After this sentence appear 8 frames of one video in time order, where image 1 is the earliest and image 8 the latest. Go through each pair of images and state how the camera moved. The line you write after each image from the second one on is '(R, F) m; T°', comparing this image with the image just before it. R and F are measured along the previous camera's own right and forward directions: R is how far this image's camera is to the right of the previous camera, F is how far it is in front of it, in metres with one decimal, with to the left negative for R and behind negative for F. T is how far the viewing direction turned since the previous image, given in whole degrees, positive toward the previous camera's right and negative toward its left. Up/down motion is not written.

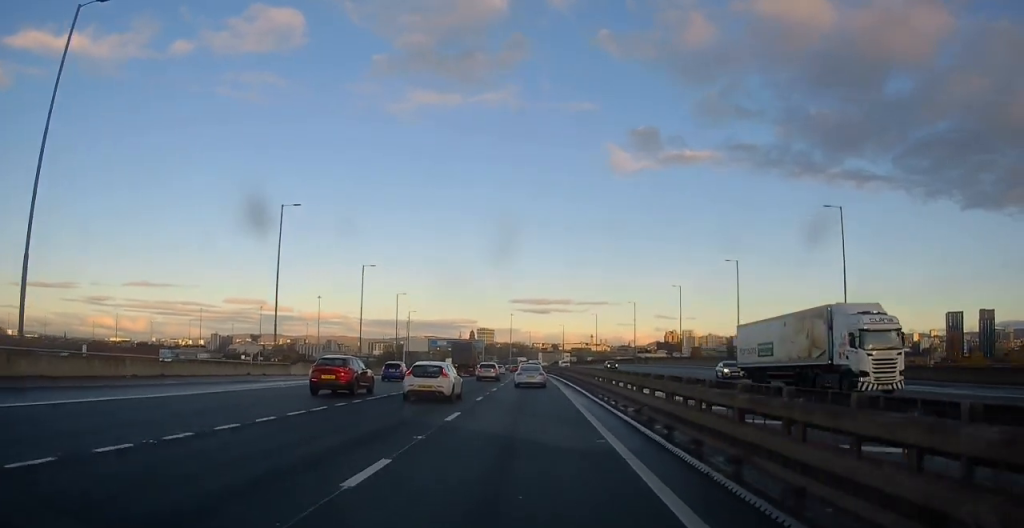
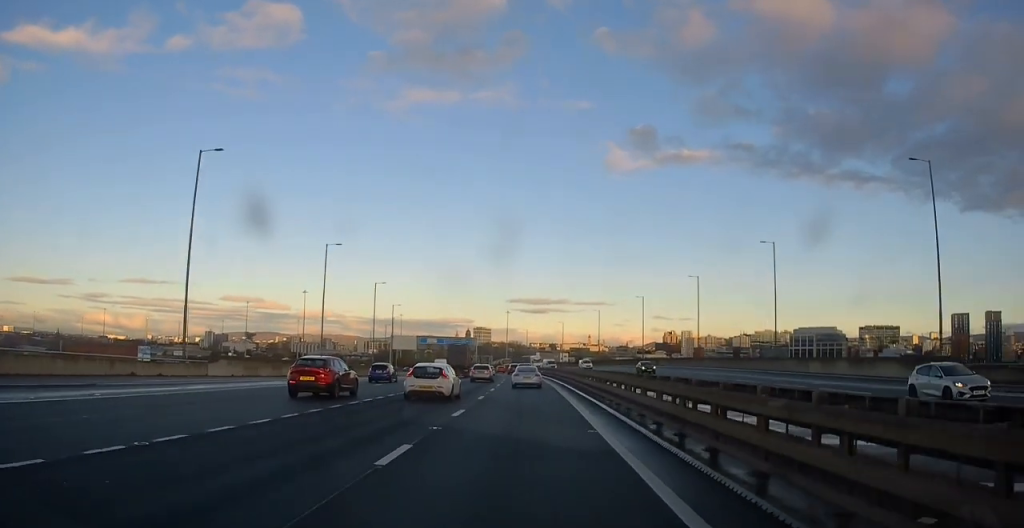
(+0.1, +15.6) m; 0°
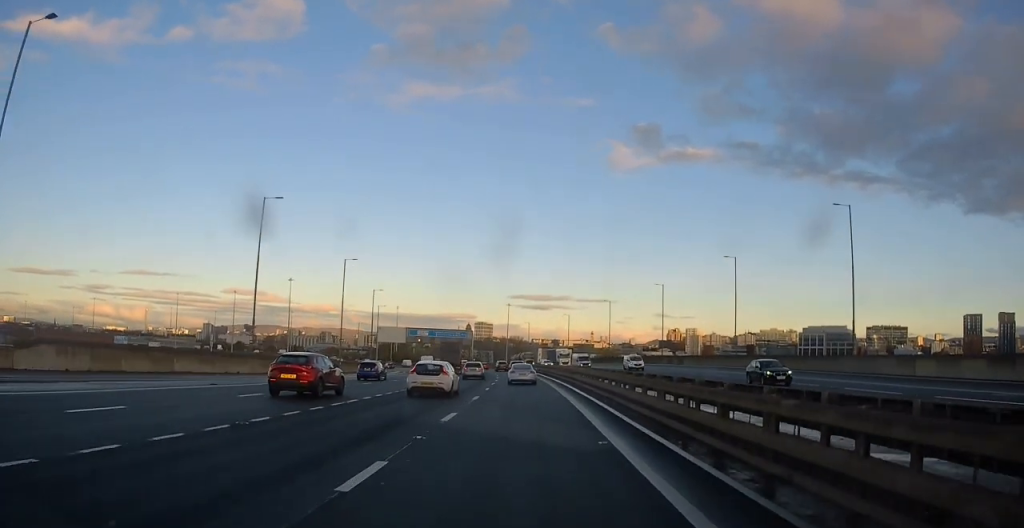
(0.0, +19.4) m; 0°
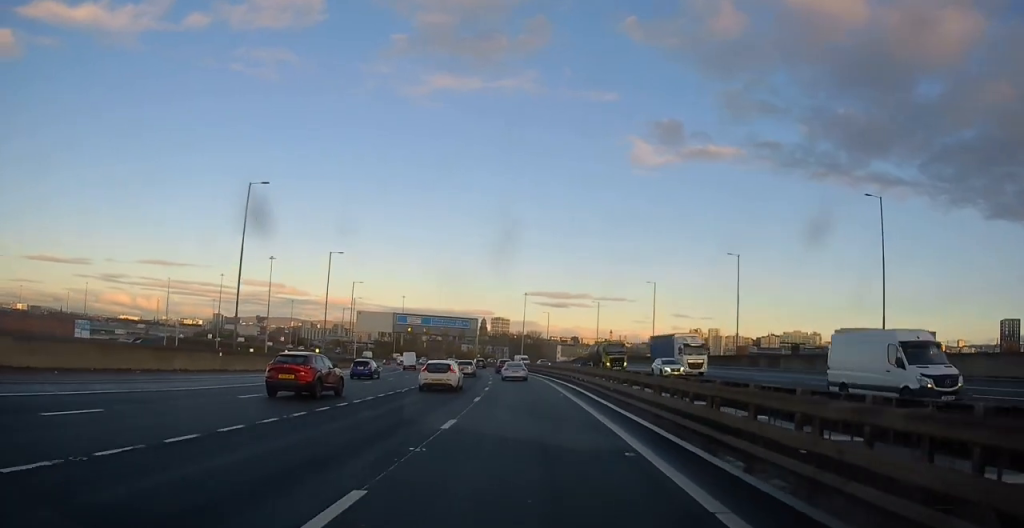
(-0.2, +36.9) m; -1°
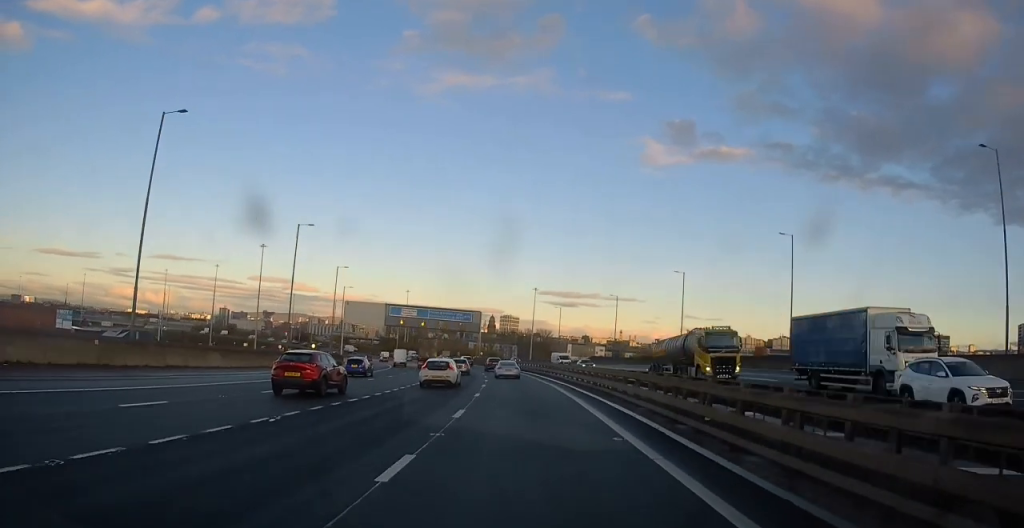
(0.0, +16.2) m; -1°
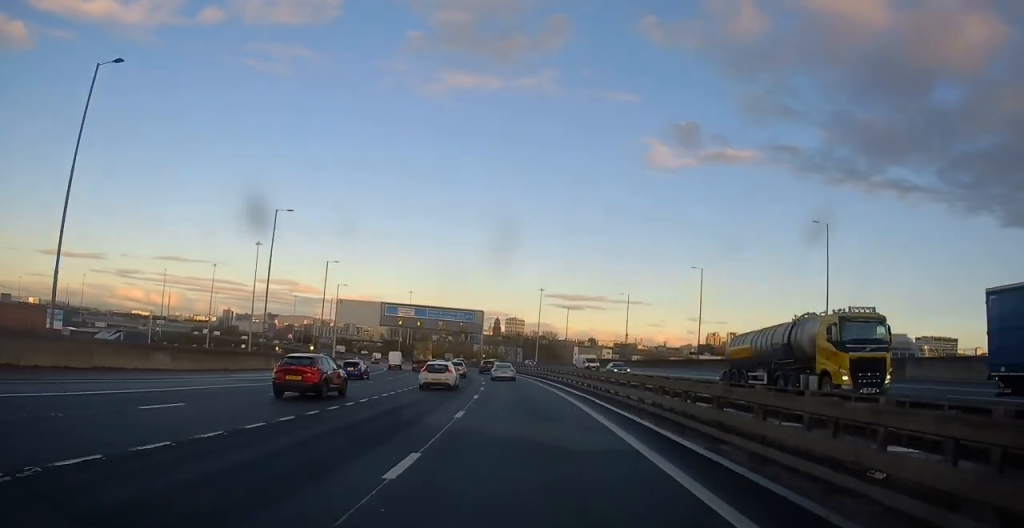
(-0.2, +8.2) m; -1°
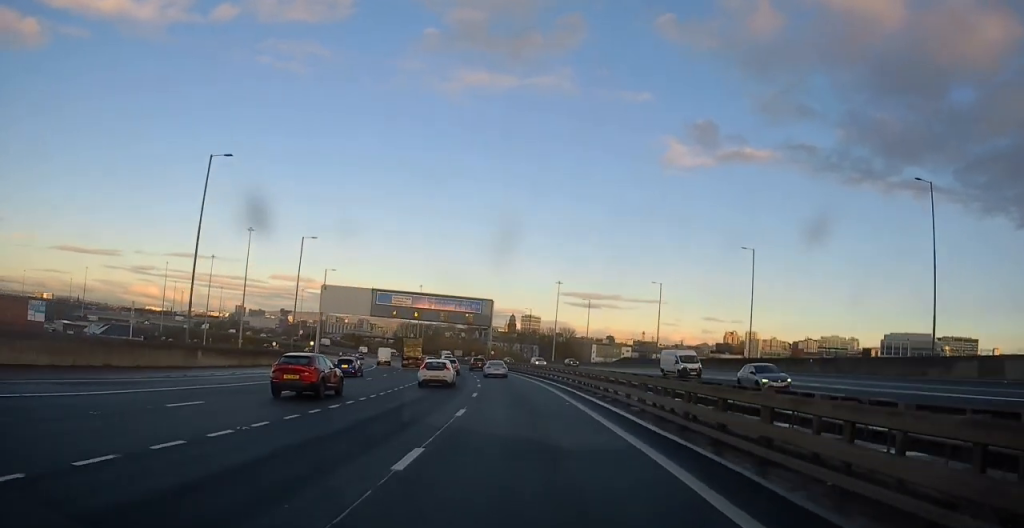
(-0.1, +17.2) m; -1°
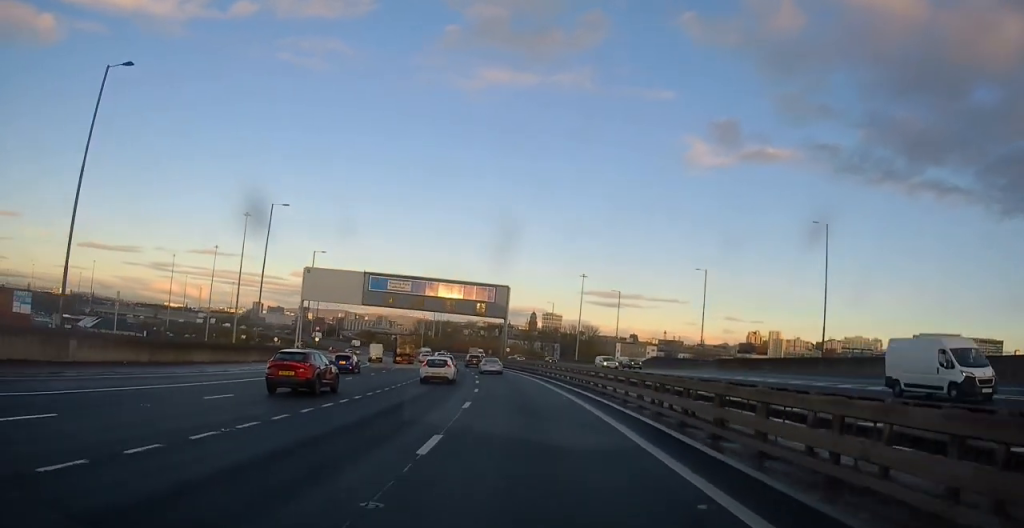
(-0.1, +16.2) m; -1°
